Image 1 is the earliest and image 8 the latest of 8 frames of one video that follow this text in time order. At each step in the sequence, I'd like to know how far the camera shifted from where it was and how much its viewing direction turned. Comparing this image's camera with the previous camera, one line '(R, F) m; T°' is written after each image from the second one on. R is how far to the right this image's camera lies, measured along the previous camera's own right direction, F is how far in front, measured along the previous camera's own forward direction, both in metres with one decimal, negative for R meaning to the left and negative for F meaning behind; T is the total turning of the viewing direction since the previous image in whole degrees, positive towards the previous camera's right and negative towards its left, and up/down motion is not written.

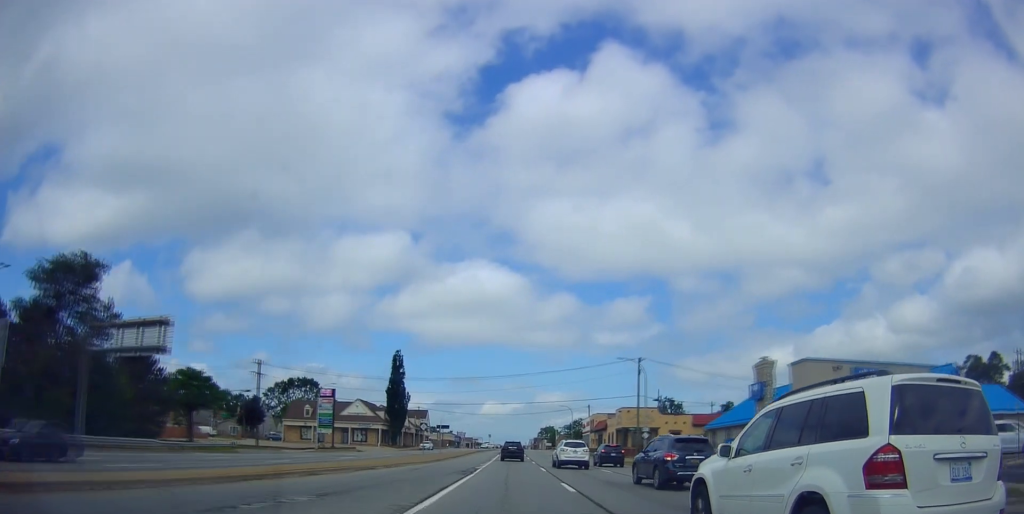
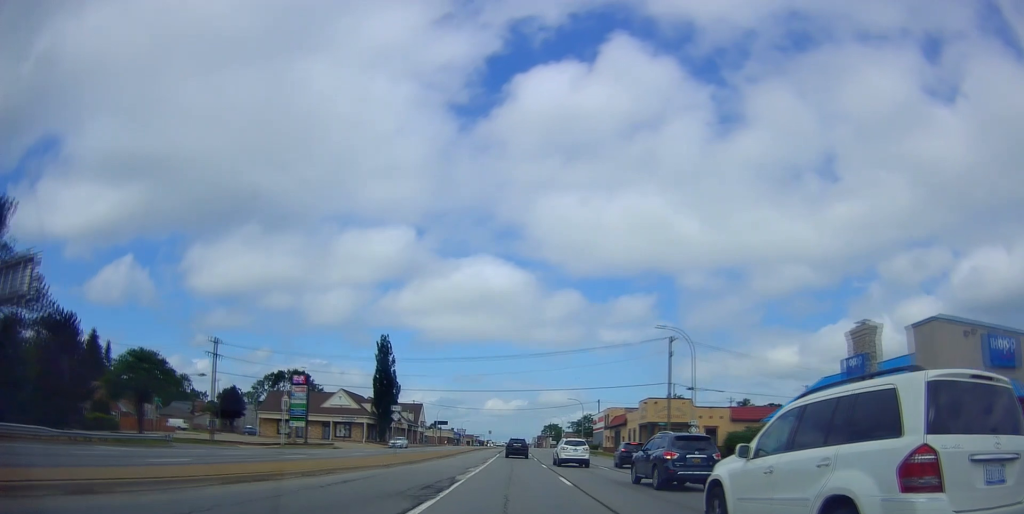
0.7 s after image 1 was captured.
(-0.3, +12.3) m; 0°
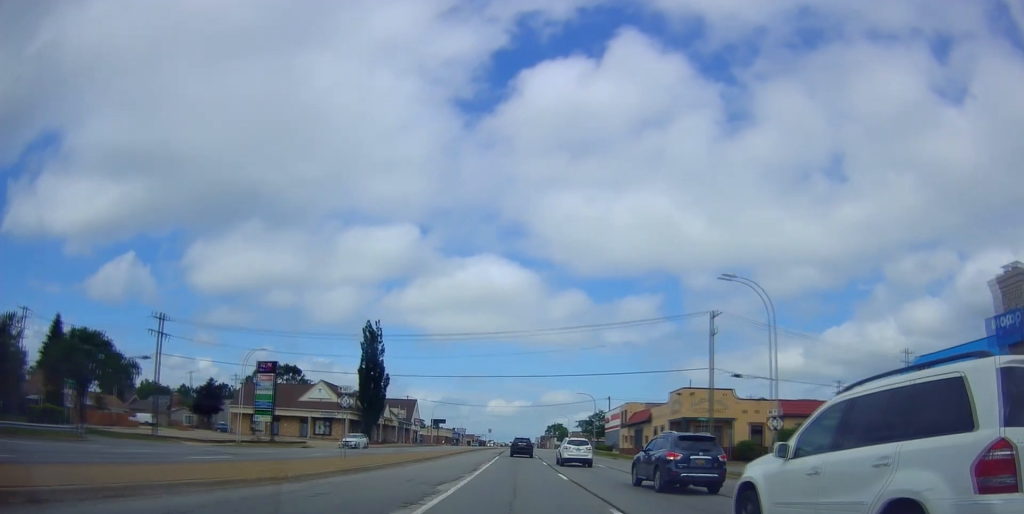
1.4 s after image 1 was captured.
(+0.3, +11.6) m; 0°
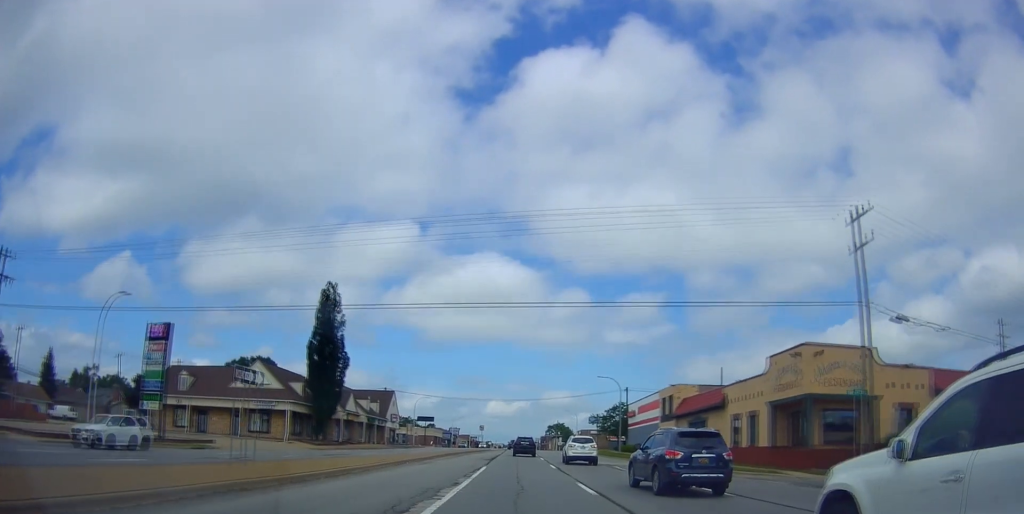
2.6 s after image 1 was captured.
(-0.4, +21.9) m; -2°
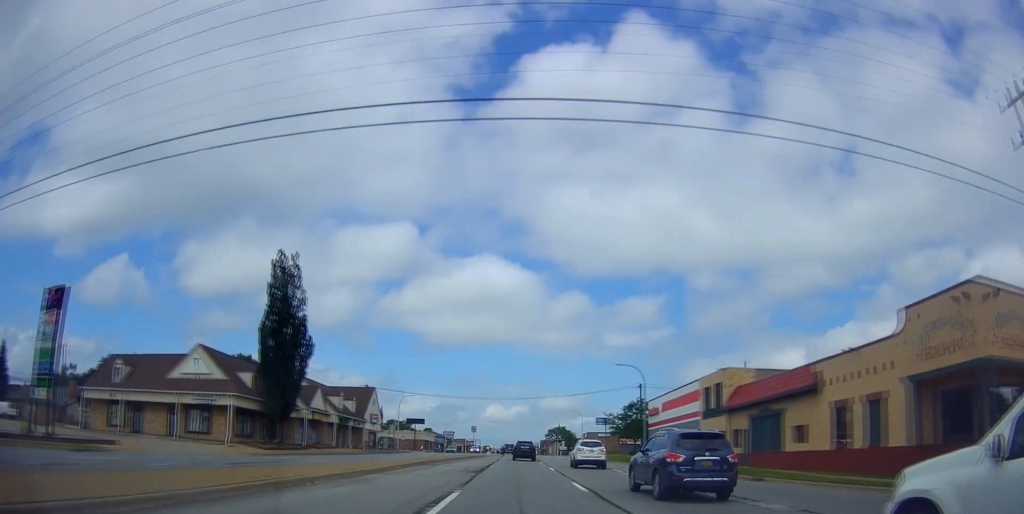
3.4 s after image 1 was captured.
(0.0, +13.5) m; +1°
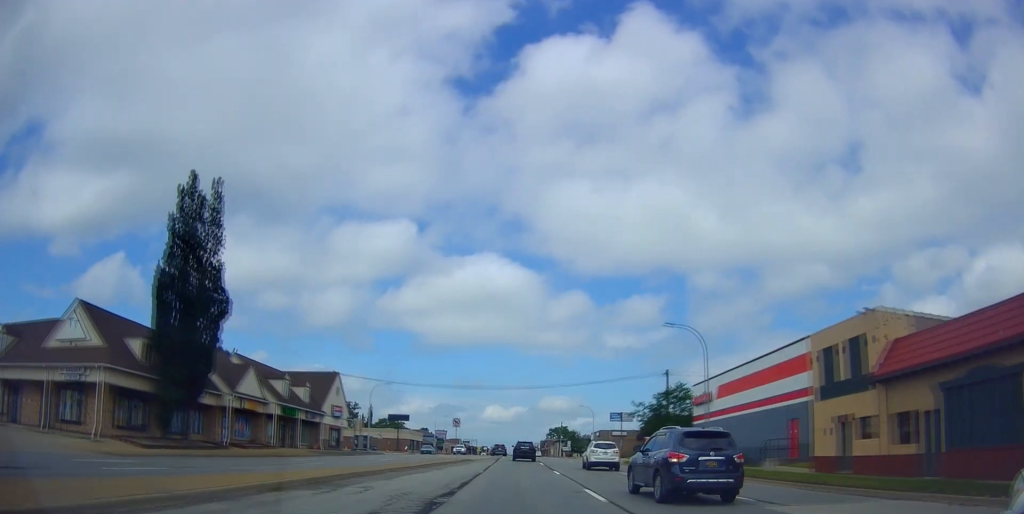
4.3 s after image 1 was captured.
(+0.4, +17.9) m; +1°
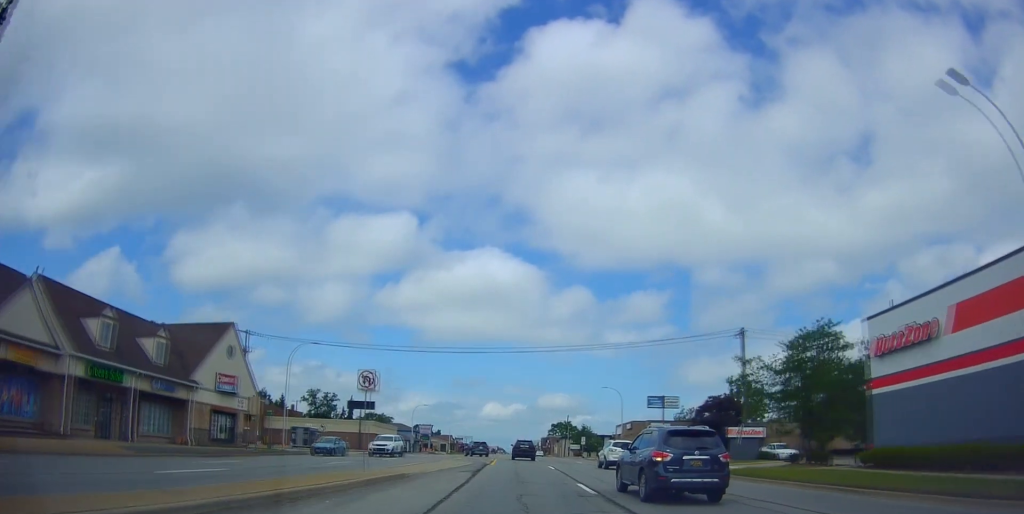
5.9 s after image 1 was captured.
(-0.2, +29.3) m; 0°
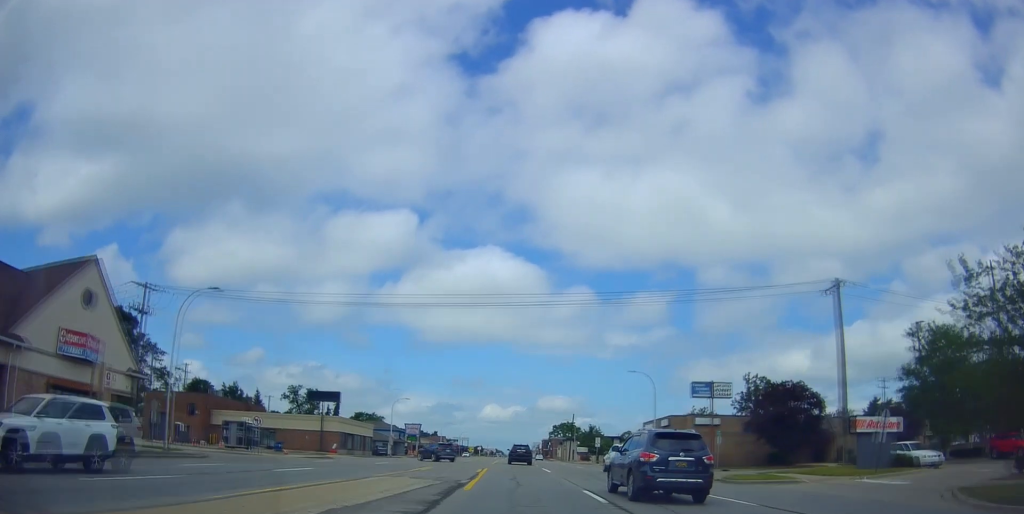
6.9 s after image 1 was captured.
(+0.4, +18.6) m; +1°
